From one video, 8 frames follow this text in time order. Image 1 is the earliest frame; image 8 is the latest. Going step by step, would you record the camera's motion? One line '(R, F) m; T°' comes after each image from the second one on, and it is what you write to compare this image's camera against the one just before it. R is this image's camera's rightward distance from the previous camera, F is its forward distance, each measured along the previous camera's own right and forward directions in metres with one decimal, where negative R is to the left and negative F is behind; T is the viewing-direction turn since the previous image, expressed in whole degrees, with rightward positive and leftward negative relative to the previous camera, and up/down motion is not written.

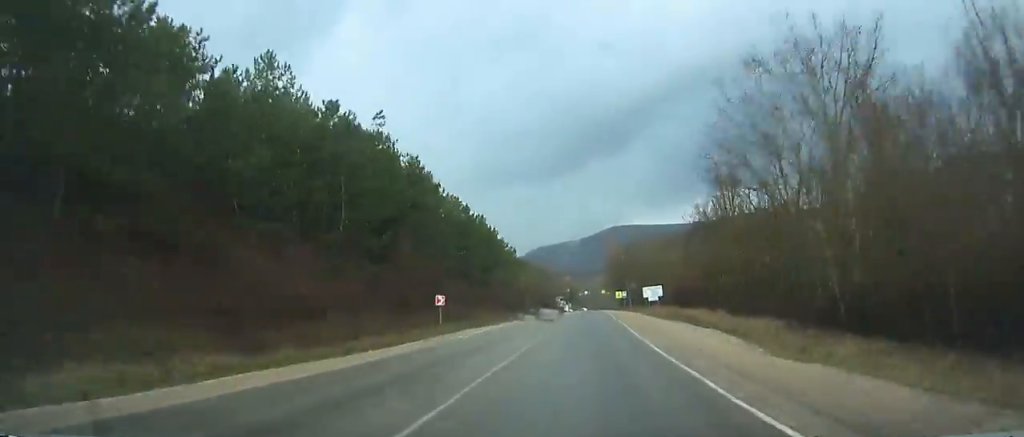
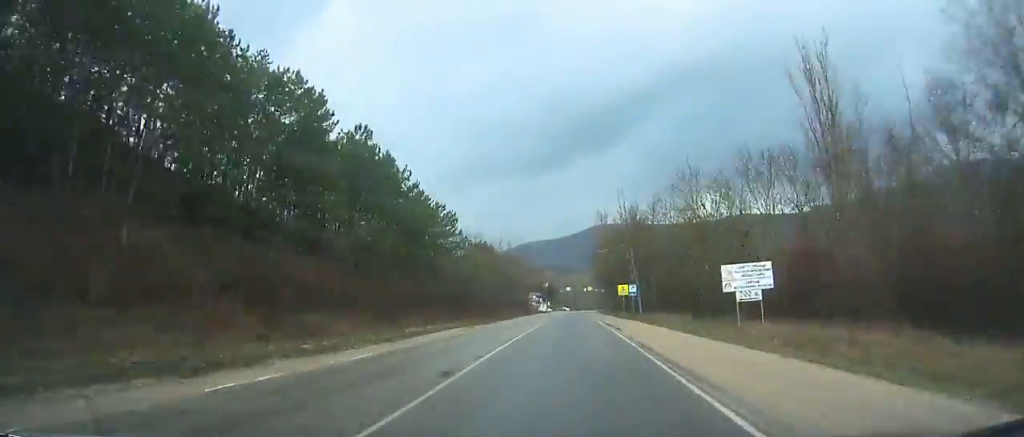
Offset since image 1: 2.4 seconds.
(+0.9, +39.3) m; +1°
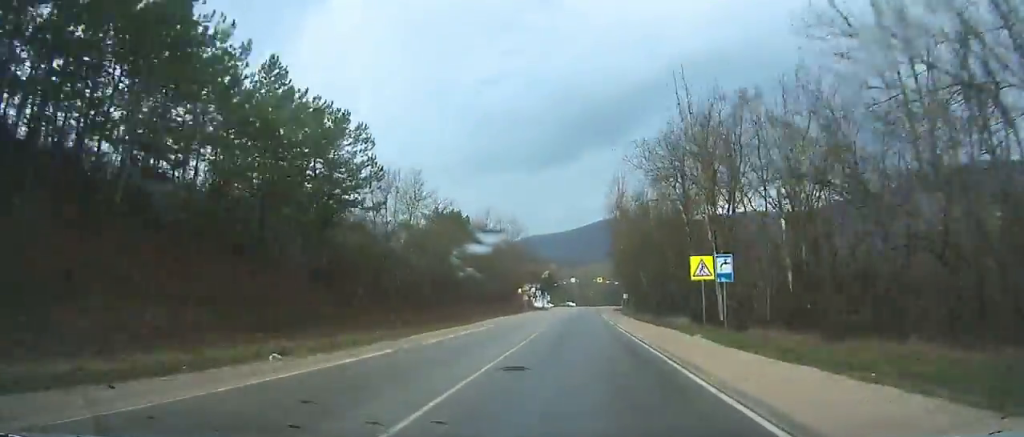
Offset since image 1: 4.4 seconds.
(+0.1, +31.8) m; +1°
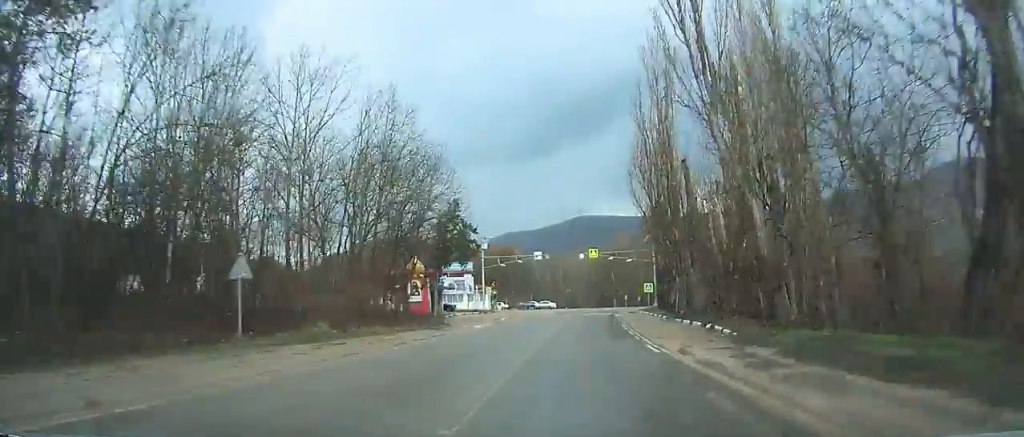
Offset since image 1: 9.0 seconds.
(+0.6, +69.7) m; +3°
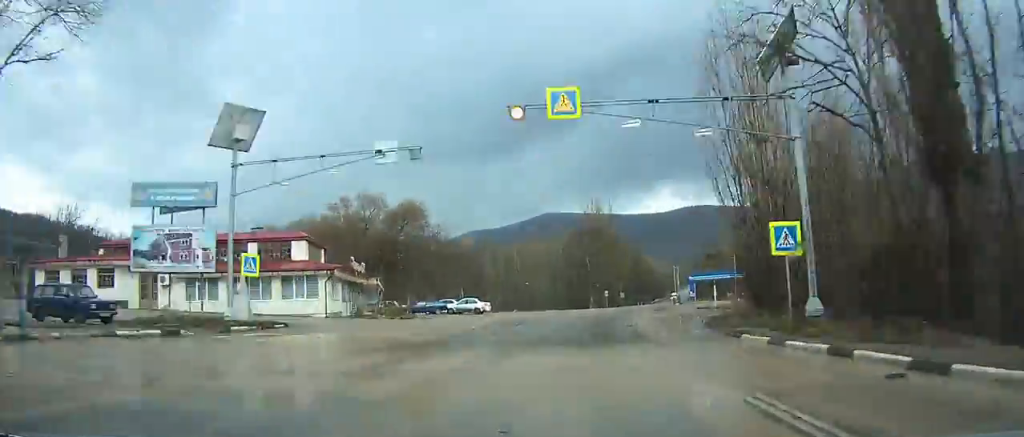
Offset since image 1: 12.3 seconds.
(+1.4, +47.6) m; +5°
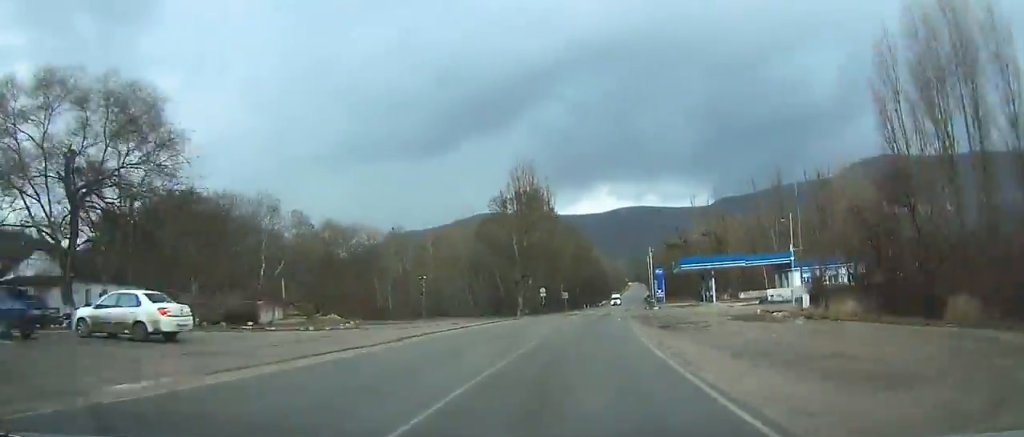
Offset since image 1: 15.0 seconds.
(+2.3, +38.1) m; +5°
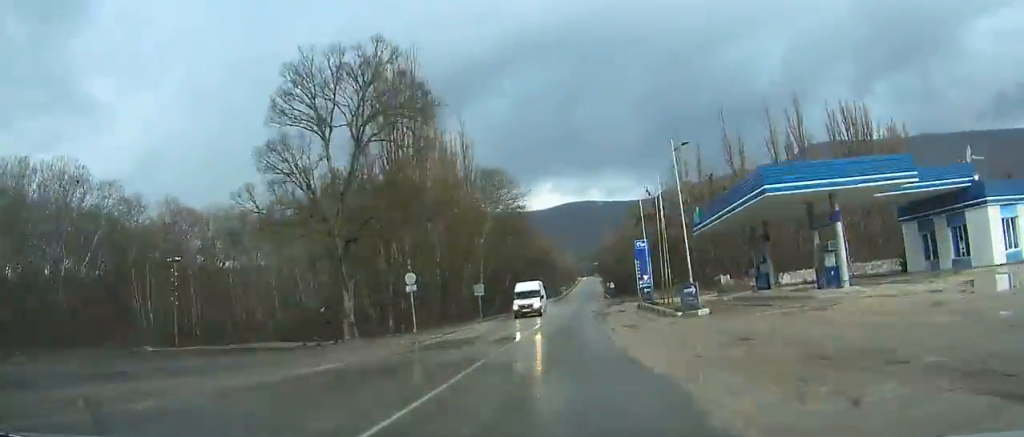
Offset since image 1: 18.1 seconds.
(+1.9, +44.1) m; +3°
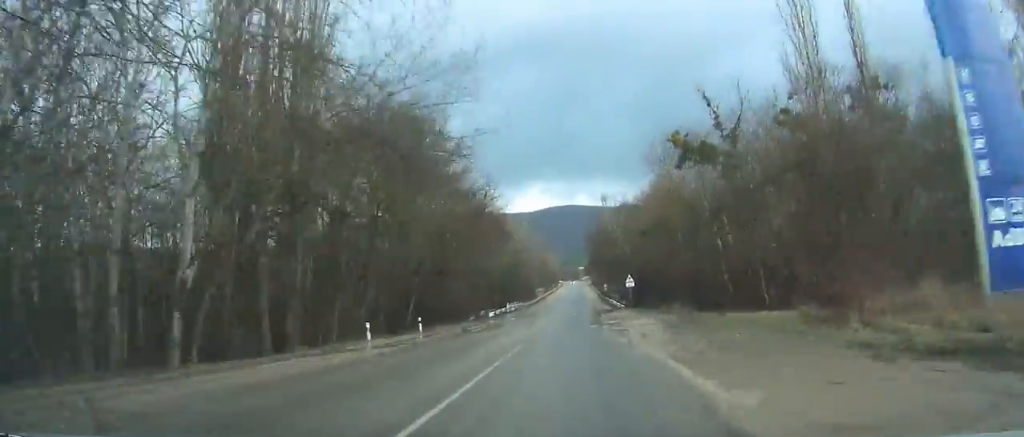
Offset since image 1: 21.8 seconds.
(+0.3, +54.4) m; +1°
